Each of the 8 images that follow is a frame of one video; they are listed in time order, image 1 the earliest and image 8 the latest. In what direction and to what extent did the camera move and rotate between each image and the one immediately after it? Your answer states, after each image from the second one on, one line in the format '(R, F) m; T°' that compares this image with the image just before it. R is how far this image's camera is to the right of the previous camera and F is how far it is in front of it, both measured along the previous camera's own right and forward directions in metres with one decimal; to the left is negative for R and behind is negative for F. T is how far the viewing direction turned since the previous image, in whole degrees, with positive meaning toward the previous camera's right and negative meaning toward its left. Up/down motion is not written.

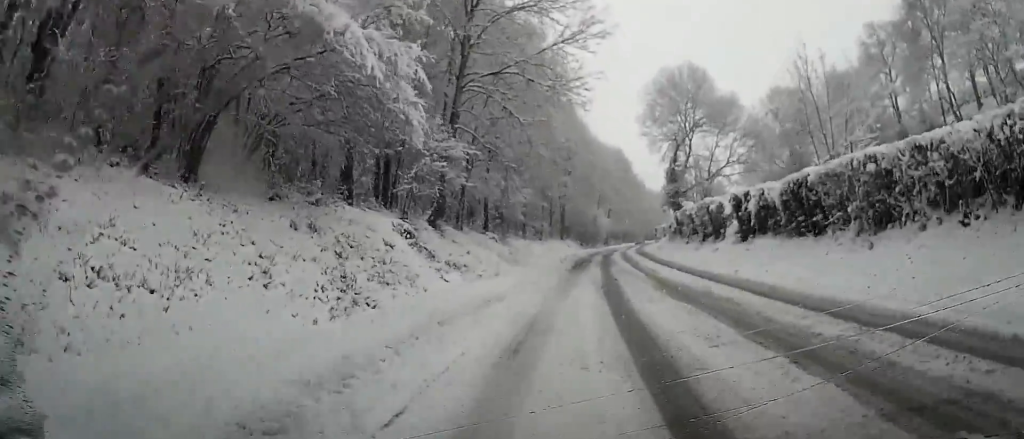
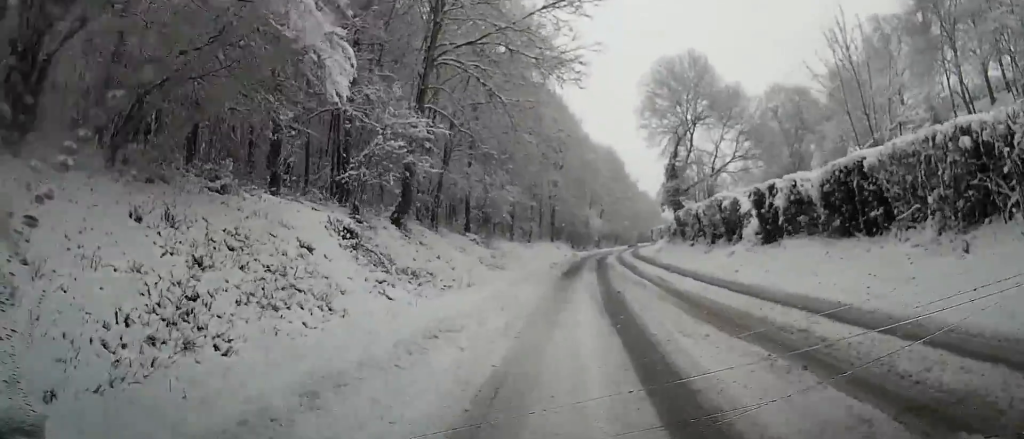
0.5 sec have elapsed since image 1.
(-0.1, +4.5) m; +1°
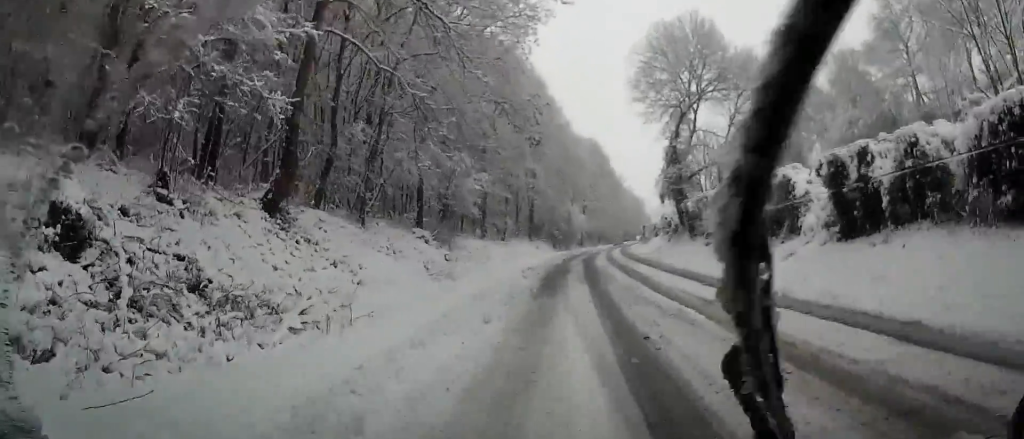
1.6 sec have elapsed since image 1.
(+0.8, +9.2) m; +10°
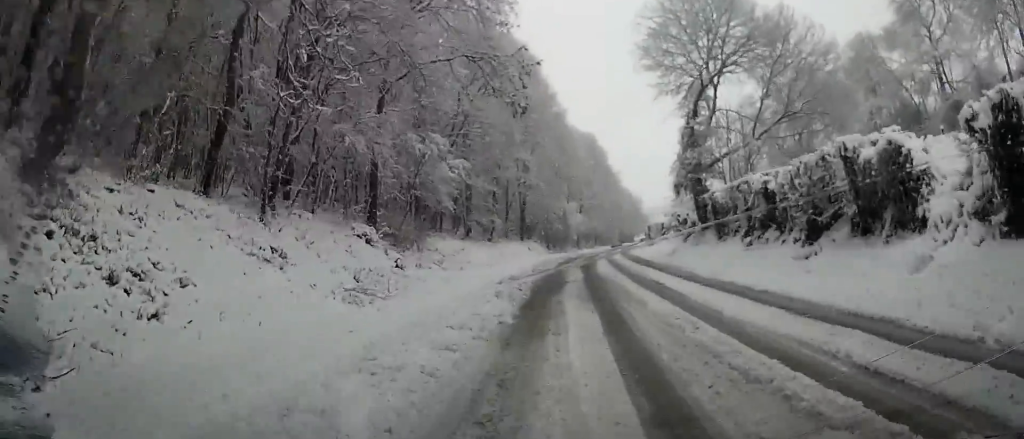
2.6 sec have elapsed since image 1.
(+0.6, +7.7) m; +5°
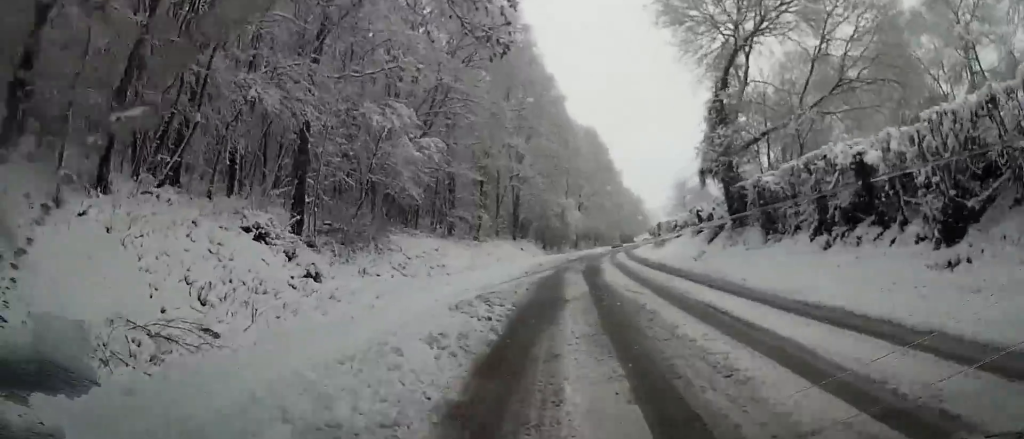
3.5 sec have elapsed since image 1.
(-0.1, +7.3) m; +3°
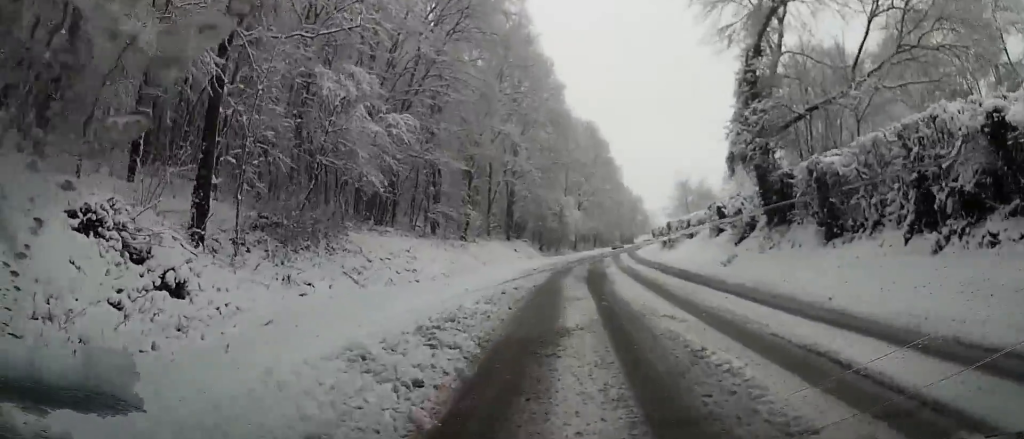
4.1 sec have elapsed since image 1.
(+0.3, +5.2) m; +2°
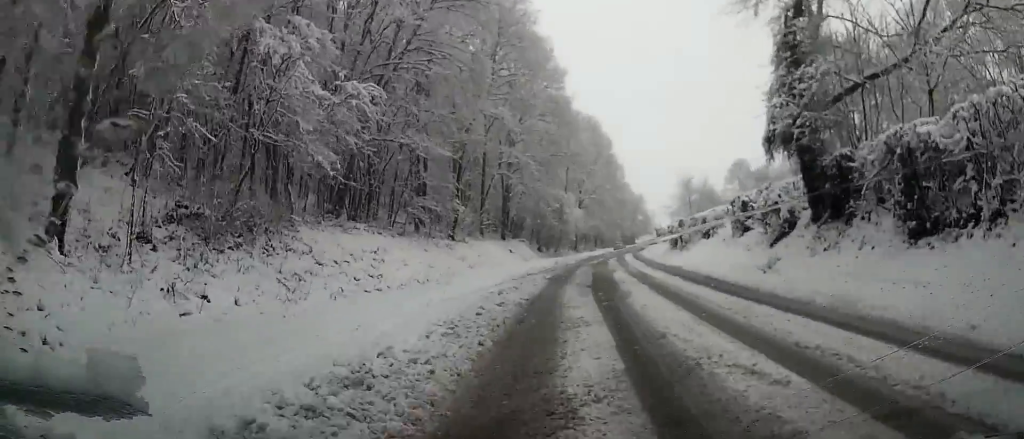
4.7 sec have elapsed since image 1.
(0.0, +4.4) m; +1°
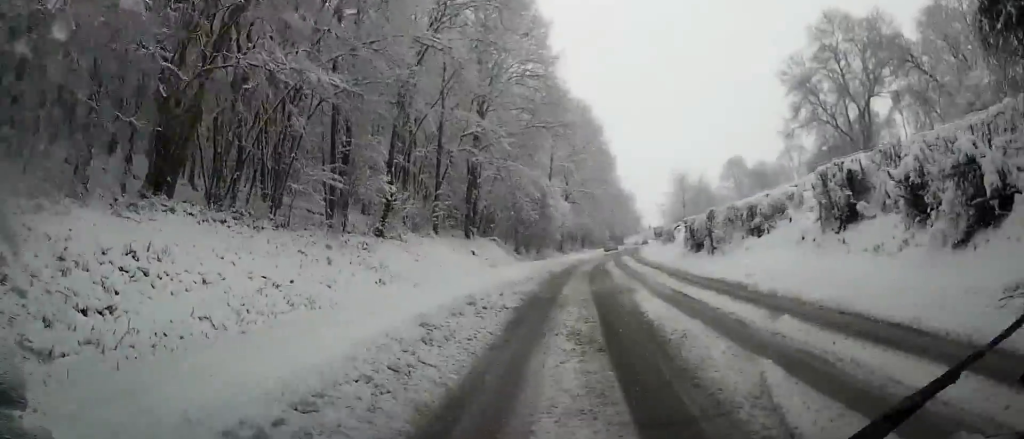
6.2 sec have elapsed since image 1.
(+0.2, +11.3) m; +5°
